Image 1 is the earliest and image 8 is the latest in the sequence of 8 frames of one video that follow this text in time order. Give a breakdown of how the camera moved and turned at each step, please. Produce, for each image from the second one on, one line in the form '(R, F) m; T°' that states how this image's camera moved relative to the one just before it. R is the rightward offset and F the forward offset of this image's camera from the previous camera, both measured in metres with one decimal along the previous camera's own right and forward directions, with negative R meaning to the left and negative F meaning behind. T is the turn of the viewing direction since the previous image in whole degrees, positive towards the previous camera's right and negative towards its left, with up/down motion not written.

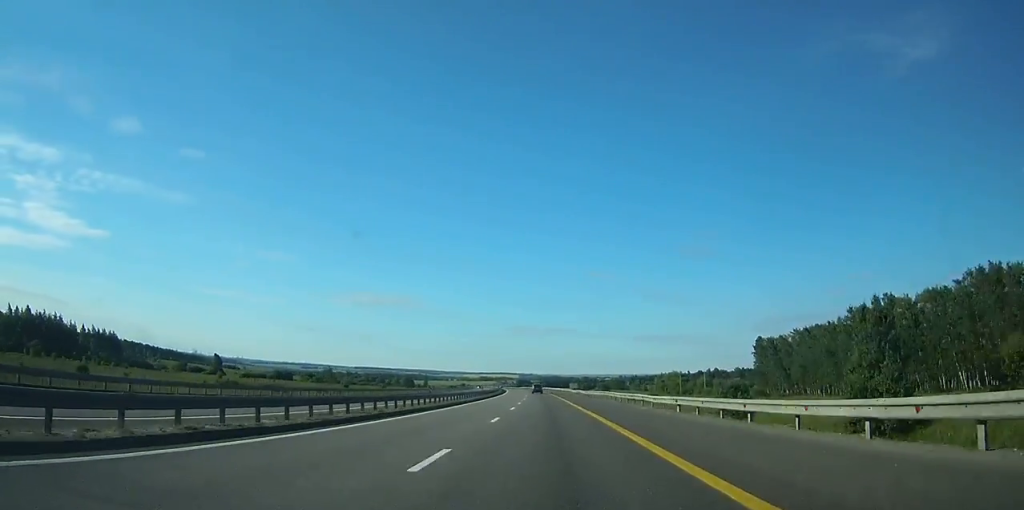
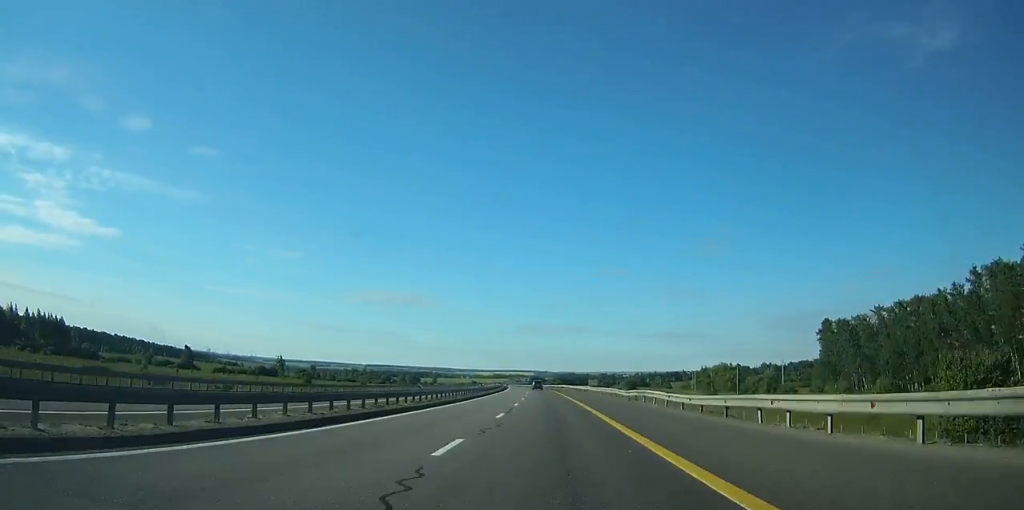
(-0.6, +44.7) m; -1°
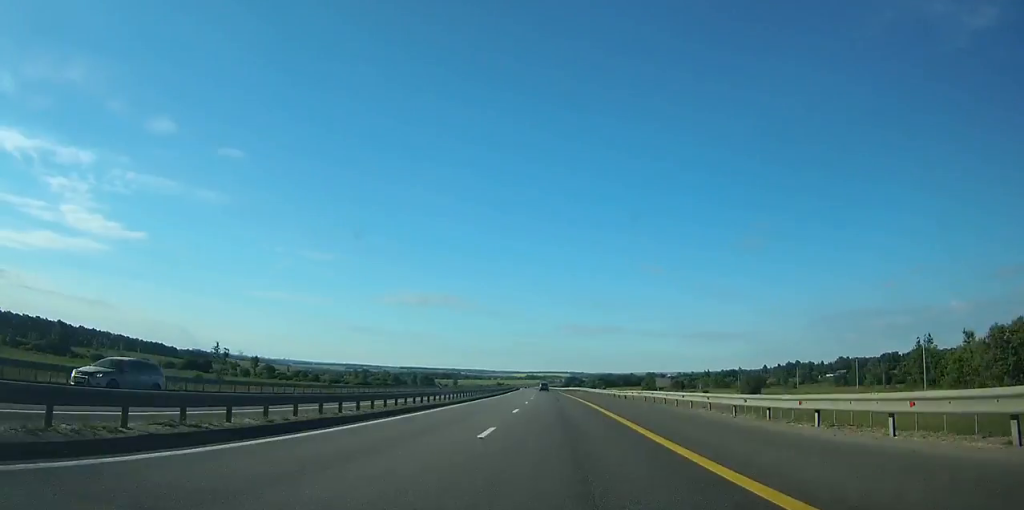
(-3.0, +113.5) m; -3°
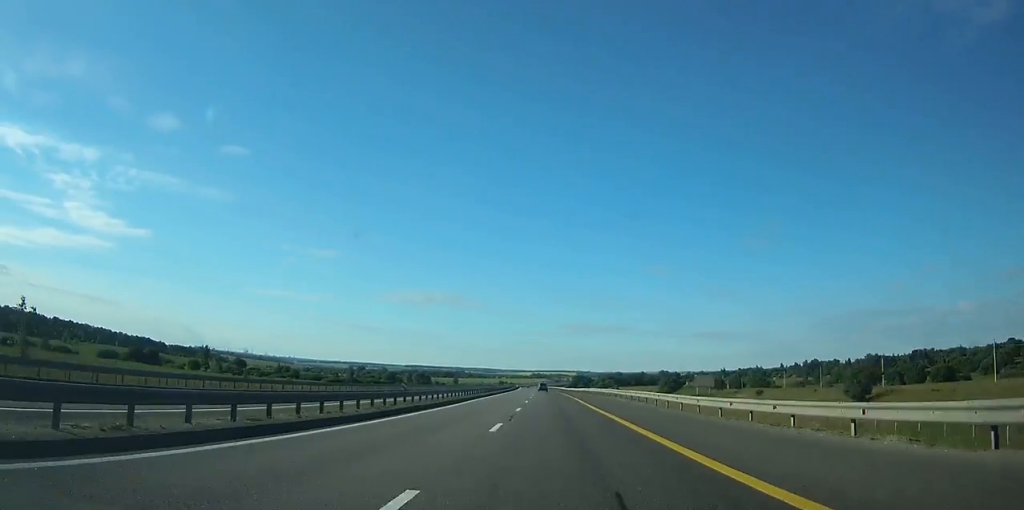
(-0.3, +46.4) m; -1°
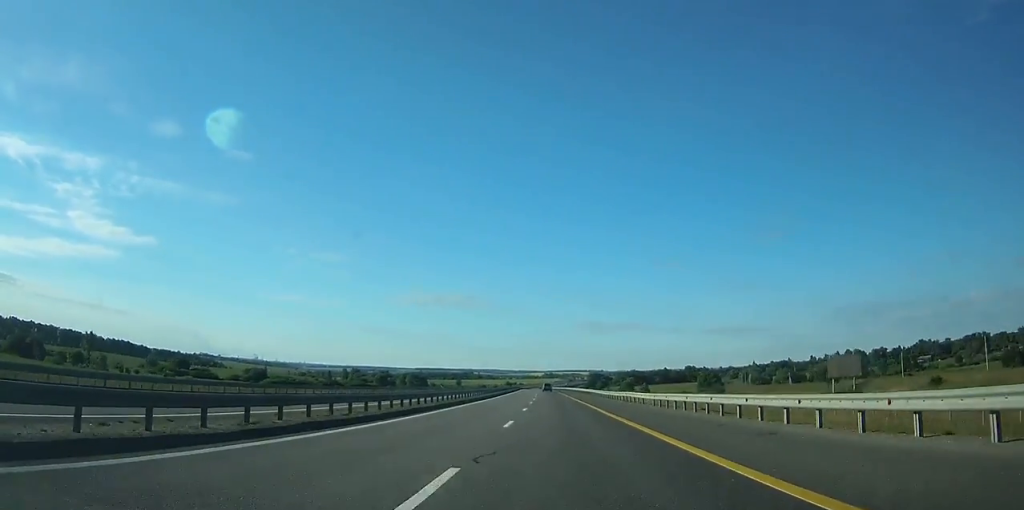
(-0.7, +73.8) m; -1°
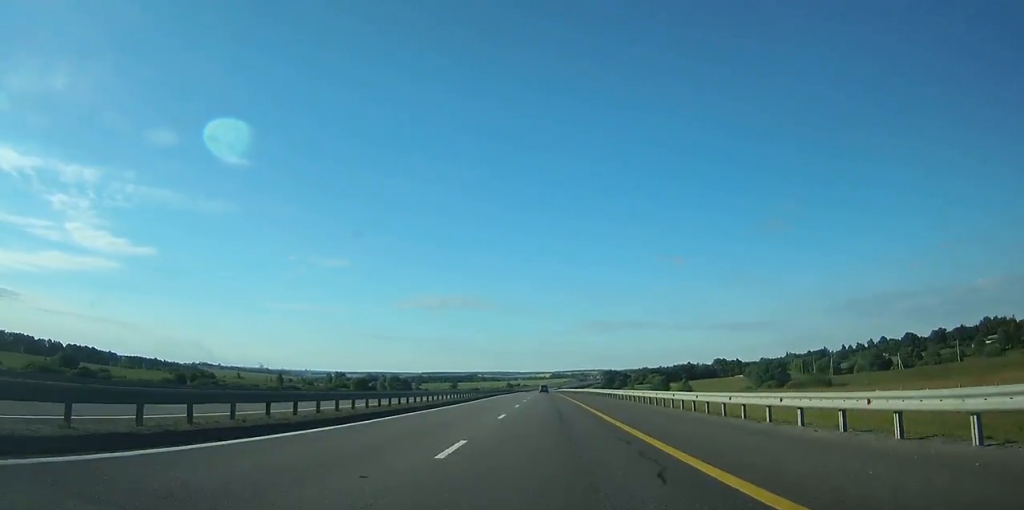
(-0.6, +83.9) m; -1°
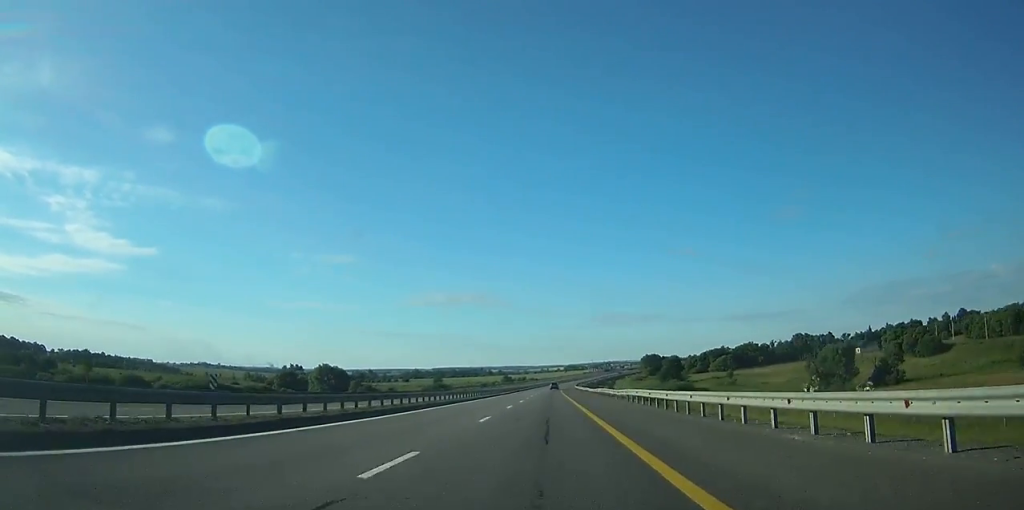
(-1.8, +149.1) m; -1°
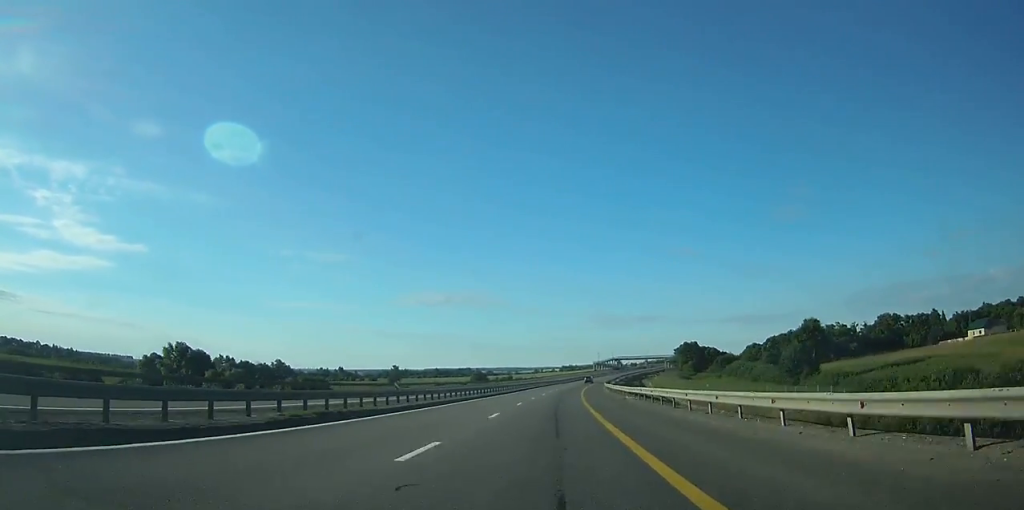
(+0.1, +107.8) m; +2°
